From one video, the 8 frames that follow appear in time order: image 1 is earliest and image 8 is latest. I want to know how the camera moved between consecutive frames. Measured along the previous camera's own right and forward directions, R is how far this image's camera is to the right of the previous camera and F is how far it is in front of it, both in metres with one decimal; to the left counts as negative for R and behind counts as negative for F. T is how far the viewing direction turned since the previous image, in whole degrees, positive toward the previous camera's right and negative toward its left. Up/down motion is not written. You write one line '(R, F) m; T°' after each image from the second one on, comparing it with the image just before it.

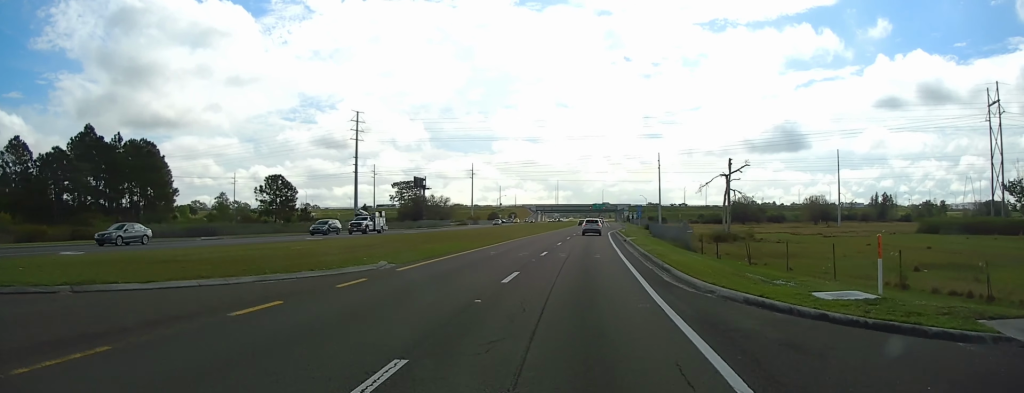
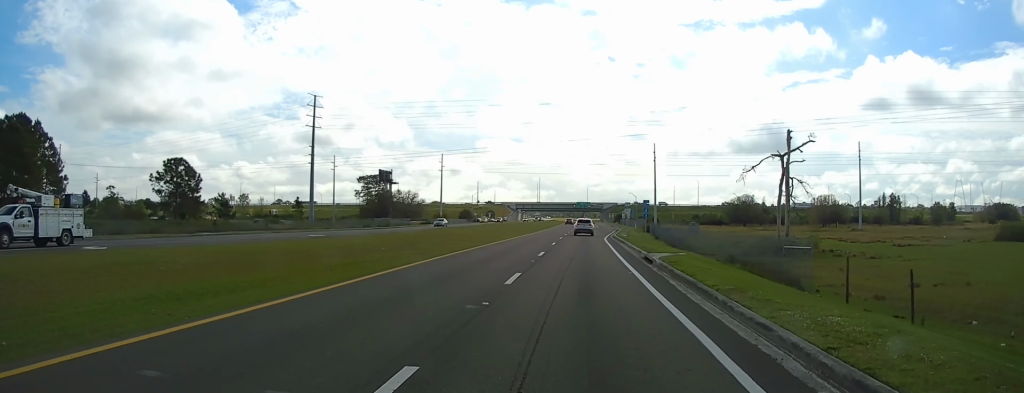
(+0.5, +24.3) m; +2°
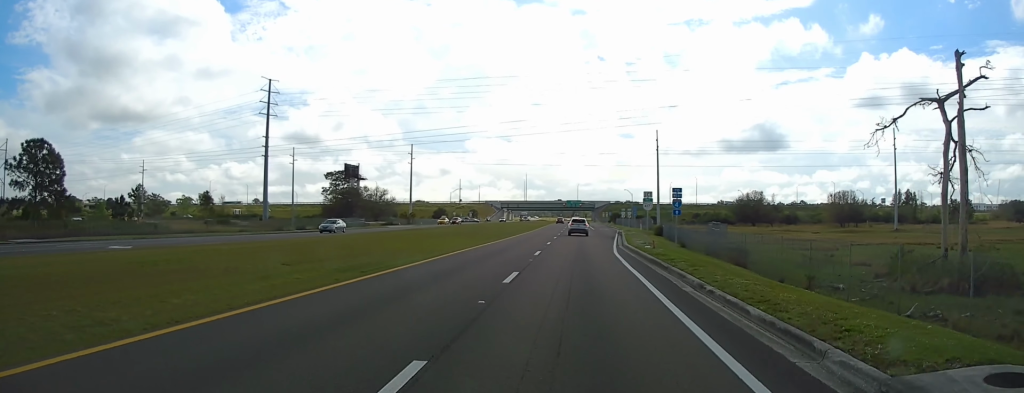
(+0.1, +23.6) m; 0°
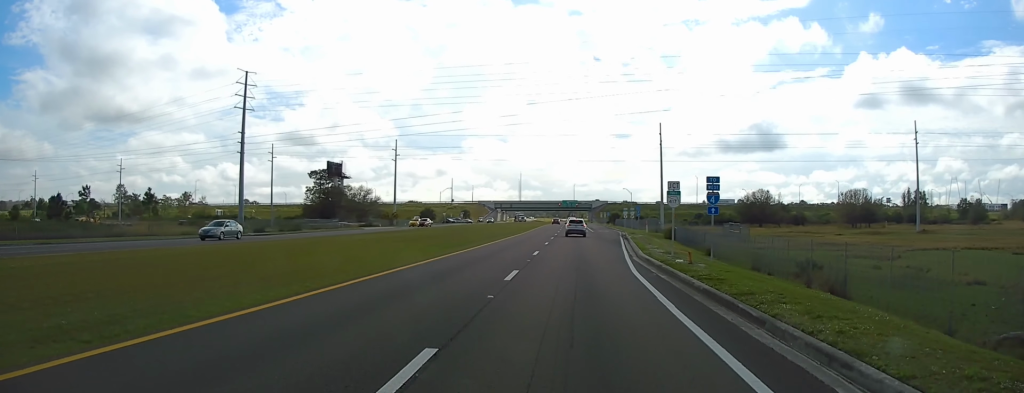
(-0.1, +11.0) m; 0°
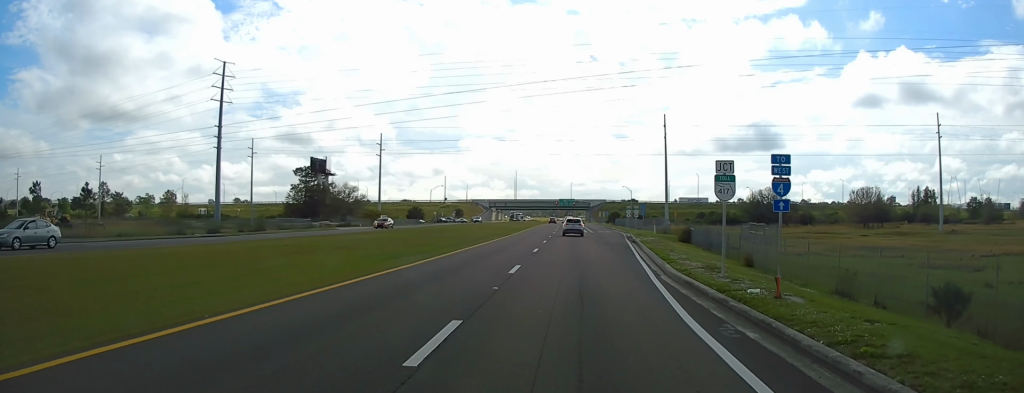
(+0.1, +9.7) m; +1°
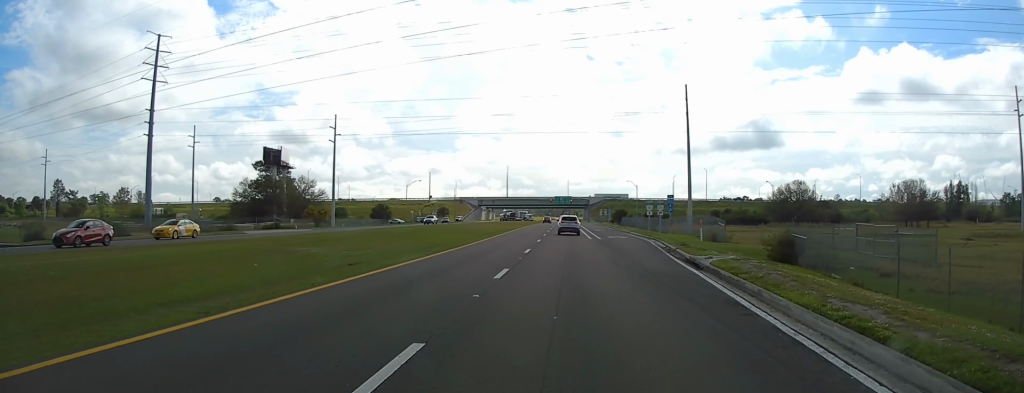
(+0.2, +25.1) m; 0°
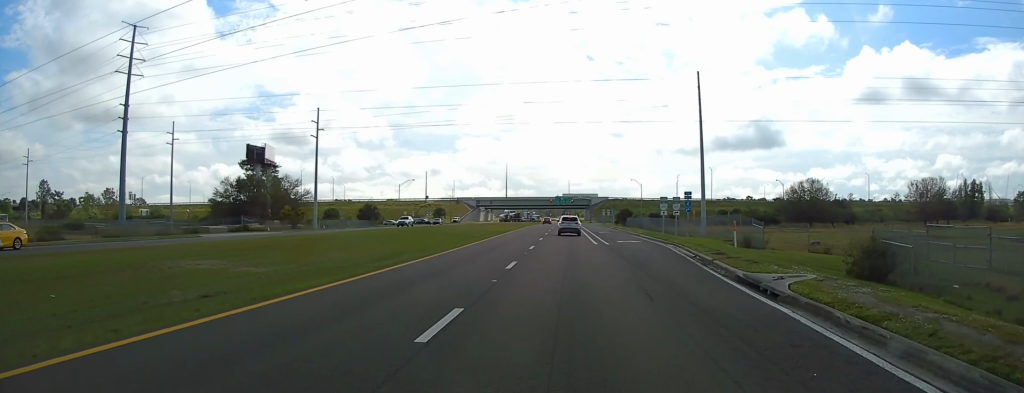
(-0.1, +8.1) m; 0°
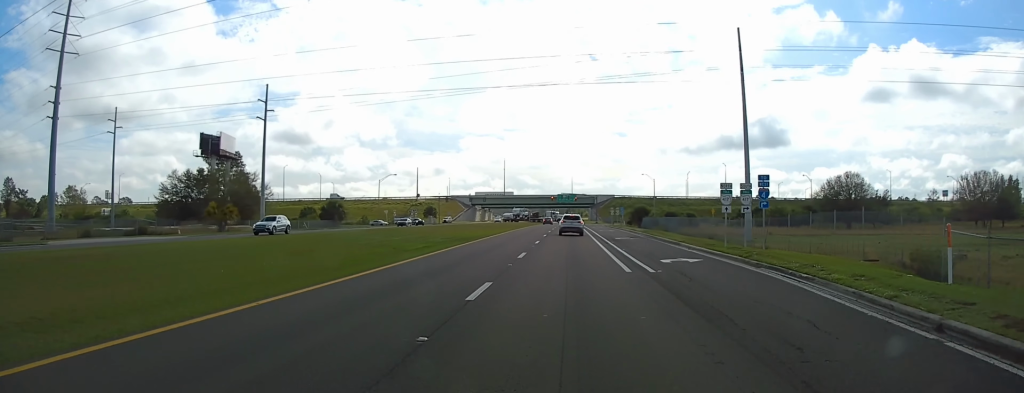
(0.0, +18.7) m; 0°
